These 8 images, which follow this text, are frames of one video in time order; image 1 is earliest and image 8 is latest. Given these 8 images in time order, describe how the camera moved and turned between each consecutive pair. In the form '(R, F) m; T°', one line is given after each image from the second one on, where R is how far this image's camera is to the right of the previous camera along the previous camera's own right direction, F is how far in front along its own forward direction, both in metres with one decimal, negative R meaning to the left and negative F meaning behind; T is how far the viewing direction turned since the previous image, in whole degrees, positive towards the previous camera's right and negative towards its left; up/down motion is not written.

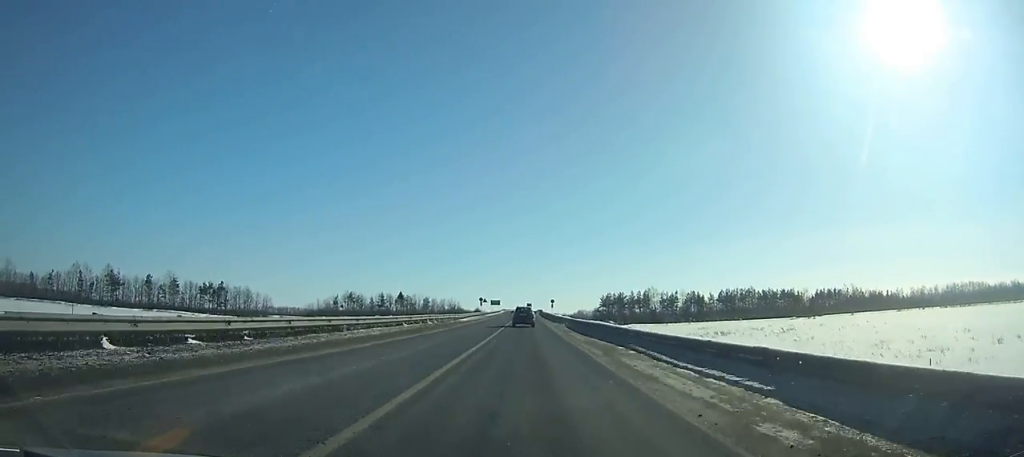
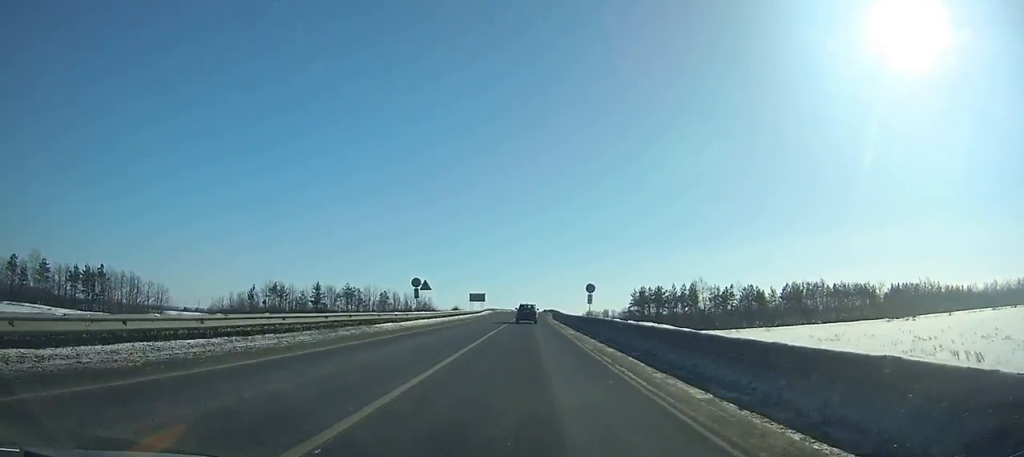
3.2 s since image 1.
(-0.4, +77.7) m; 0°
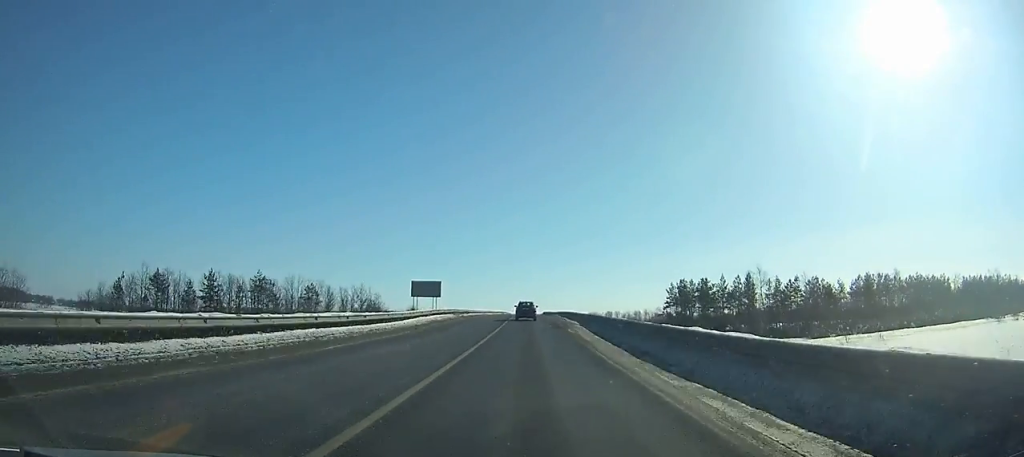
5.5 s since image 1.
(0.0, +55.9) m; 0°
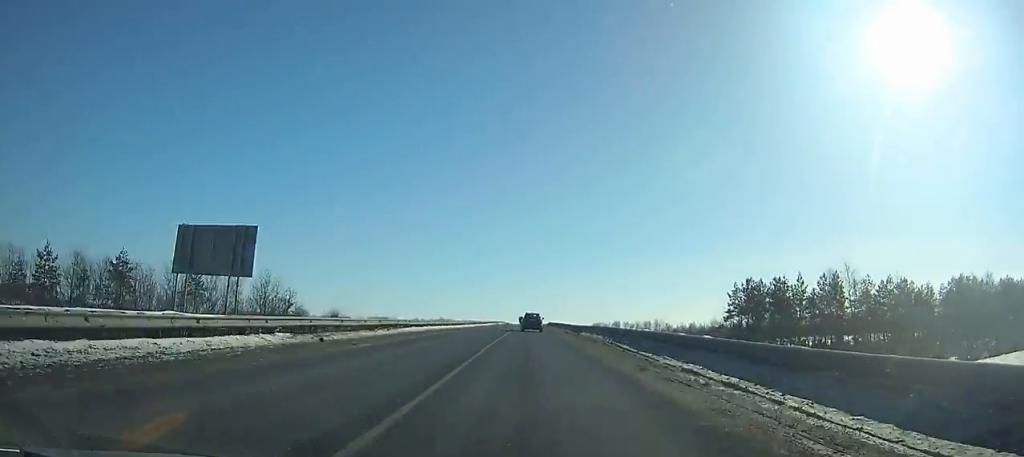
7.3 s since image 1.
(0.0, +43.7) m; 0°
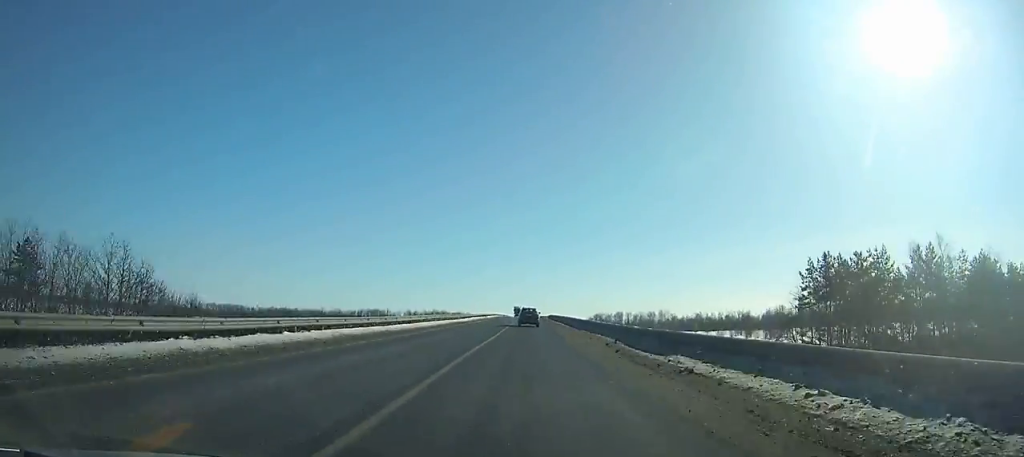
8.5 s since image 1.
(-0.1, +29.4) m; 0°
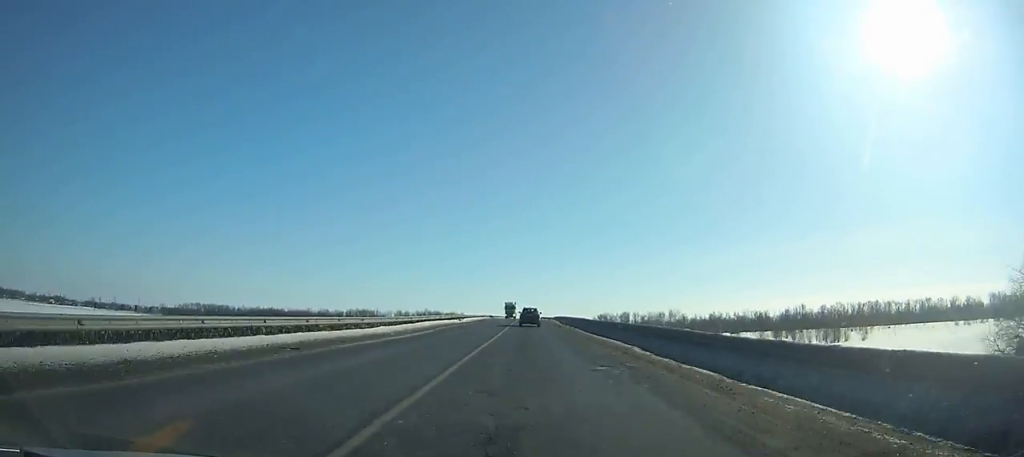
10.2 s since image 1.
(0.0, +41.7) m; 0°
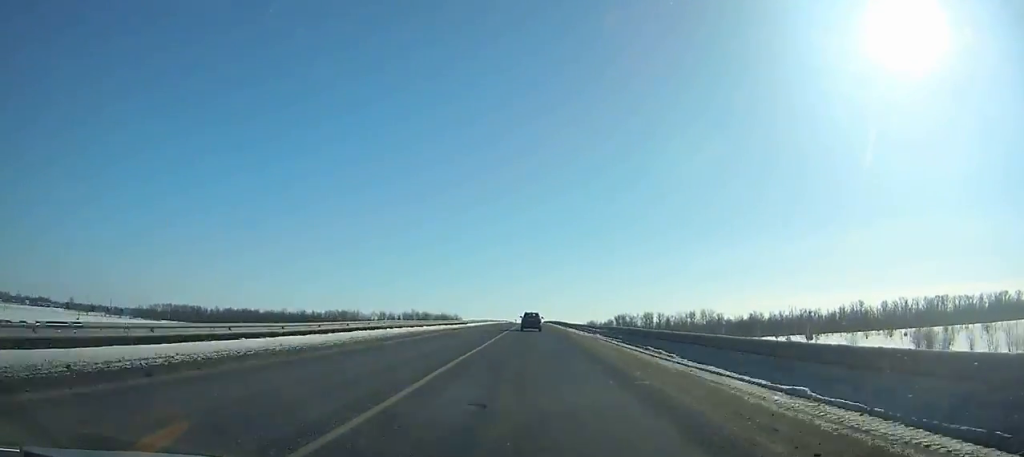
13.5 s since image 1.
(+0.1, +81.8) m; 0°
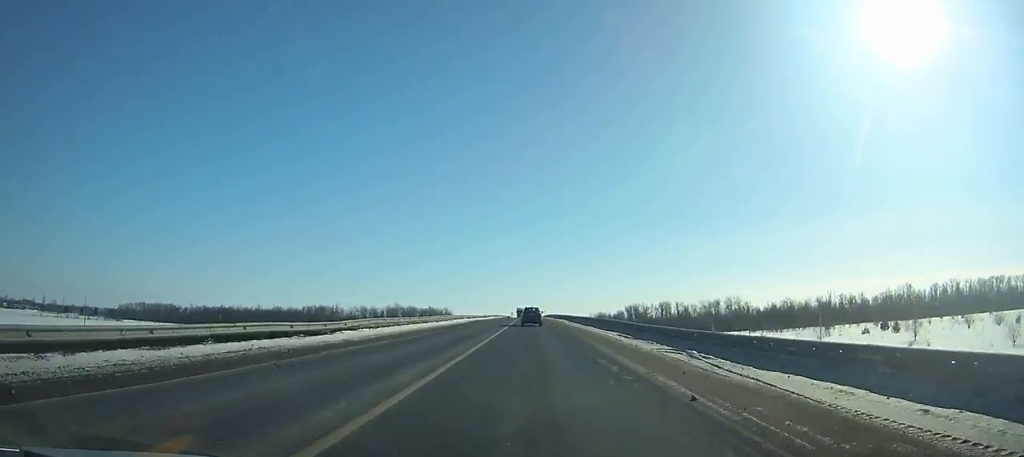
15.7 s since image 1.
(-0.4, +55.1) m; 0°
